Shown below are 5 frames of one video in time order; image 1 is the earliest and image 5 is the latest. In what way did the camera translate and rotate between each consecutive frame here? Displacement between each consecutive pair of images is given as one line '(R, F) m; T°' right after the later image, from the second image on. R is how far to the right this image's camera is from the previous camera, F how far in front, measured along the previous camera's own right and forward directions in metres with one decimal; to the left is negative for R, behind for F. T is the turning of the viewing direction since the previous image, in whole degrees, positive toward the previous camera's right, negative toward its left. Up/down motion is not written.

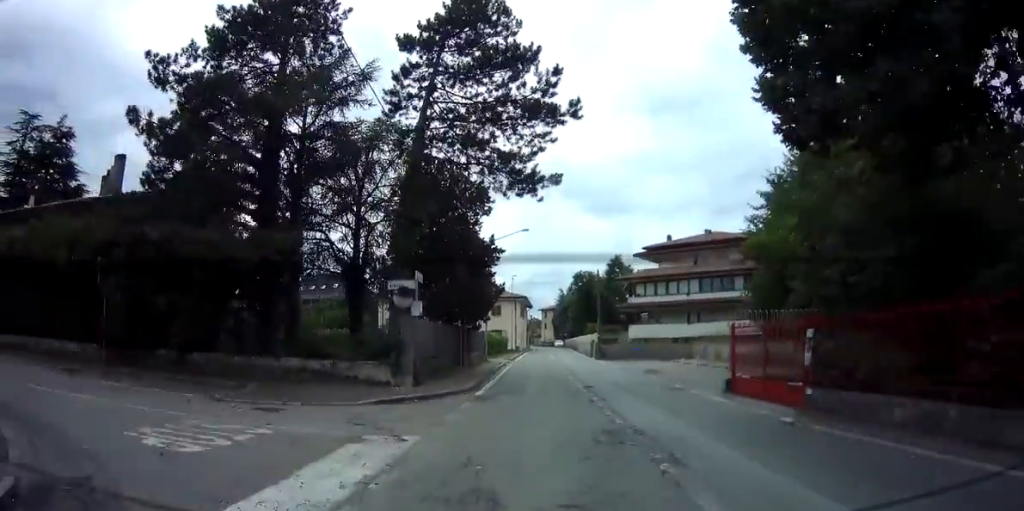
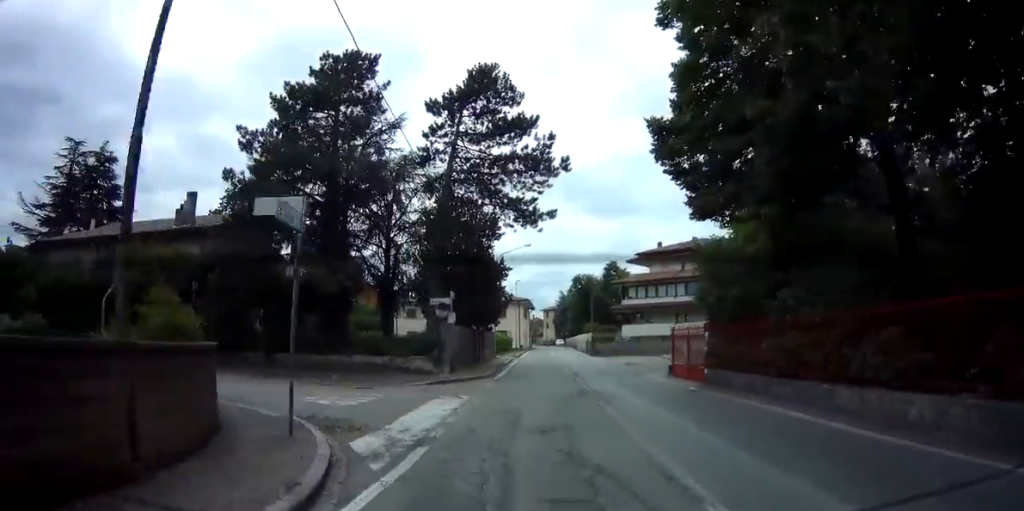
(+0.1, +5.8) m; +1°
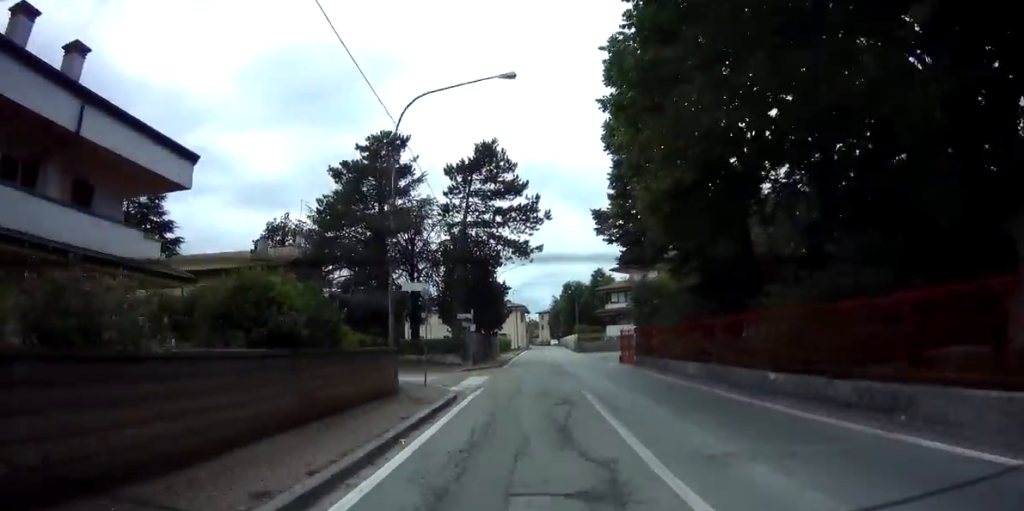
(-0.3, +10.1) m; 0°
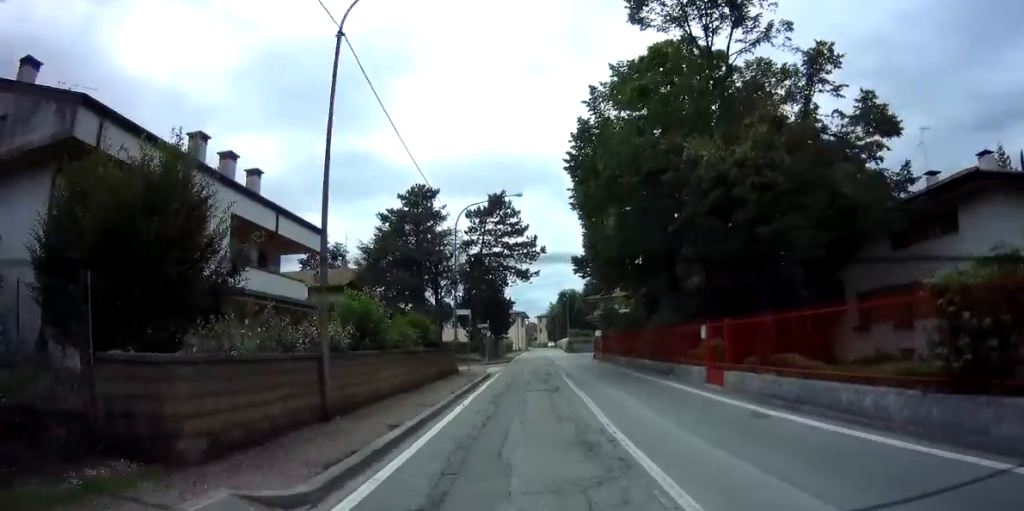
(+0.6, +12.8) m; +2°
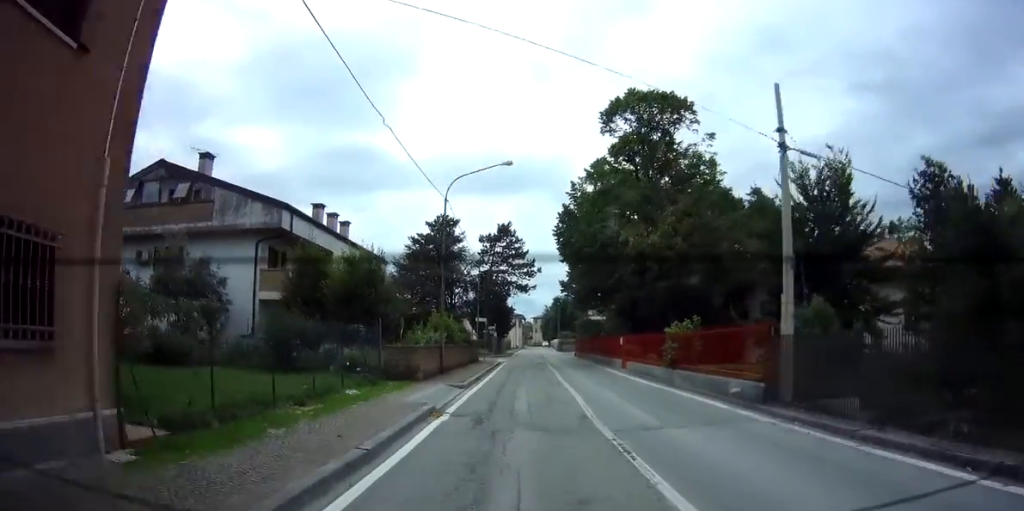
(-0.4, +14.0) m; 0°
